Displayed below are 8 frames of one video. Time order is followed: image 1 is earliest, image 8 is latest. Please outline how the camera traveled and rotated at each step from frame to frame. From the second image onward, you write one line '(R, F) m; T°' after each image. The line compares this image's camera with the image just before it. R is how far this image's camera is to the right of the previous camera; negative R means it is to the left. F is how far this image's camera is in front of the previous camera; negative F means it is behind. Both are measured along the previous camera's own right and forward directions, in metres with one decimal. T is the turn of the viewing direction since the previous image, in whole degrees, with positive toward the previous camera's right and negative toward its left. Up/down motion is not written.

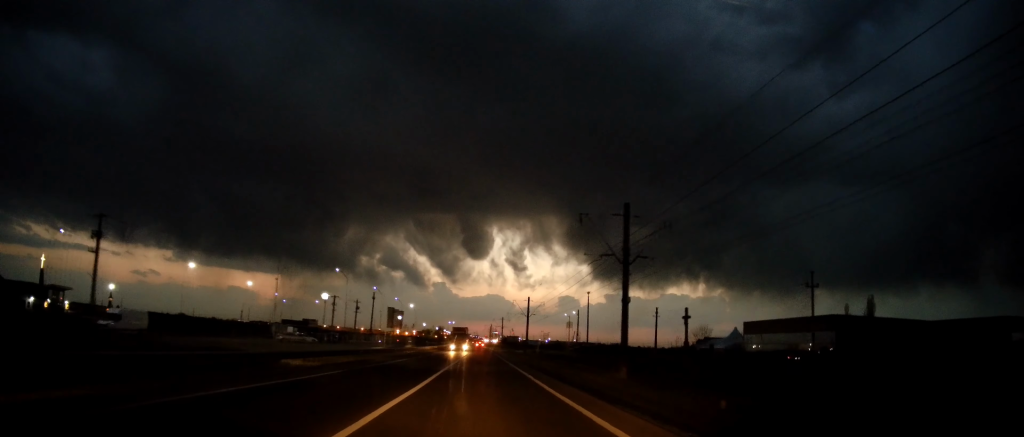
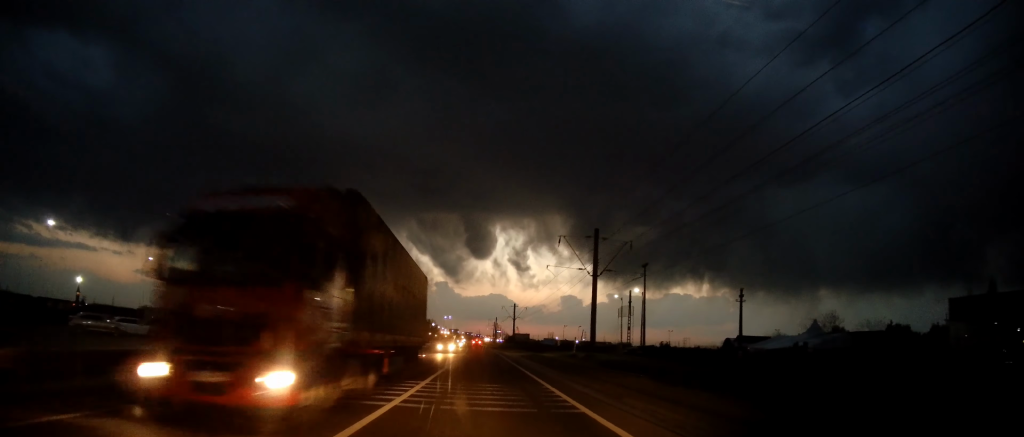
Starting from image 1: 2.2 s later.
(-1.1, +45.7) m; 0°
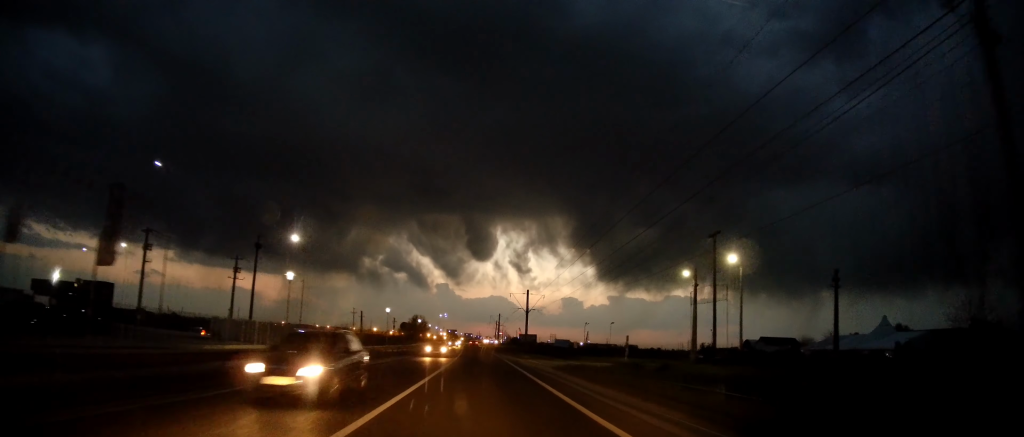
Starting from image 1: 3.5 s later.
(0.0, +27.5) m; 0°
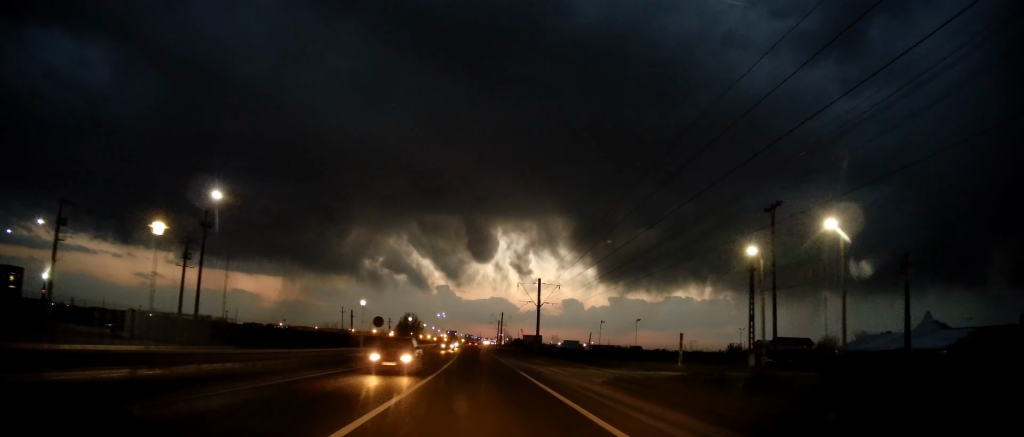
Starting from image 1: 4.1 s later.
(+0.1, +13.3) m; -1°
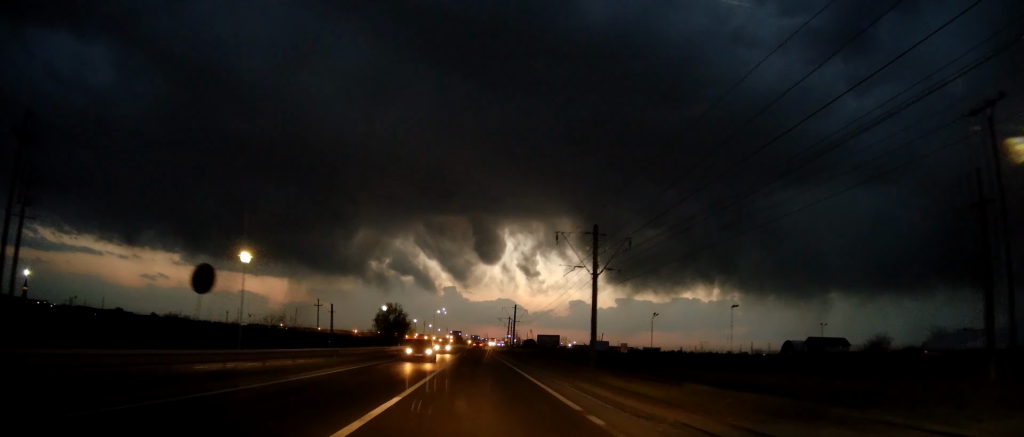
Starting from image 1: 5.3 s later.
(-0.4, +25.8) m; 0°
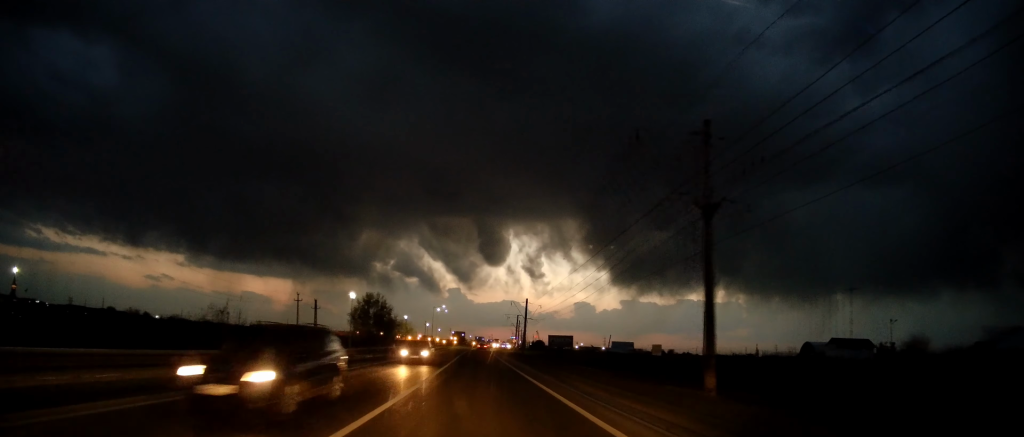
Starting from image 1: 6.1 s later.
(+0.5, +15.2) m; 0°
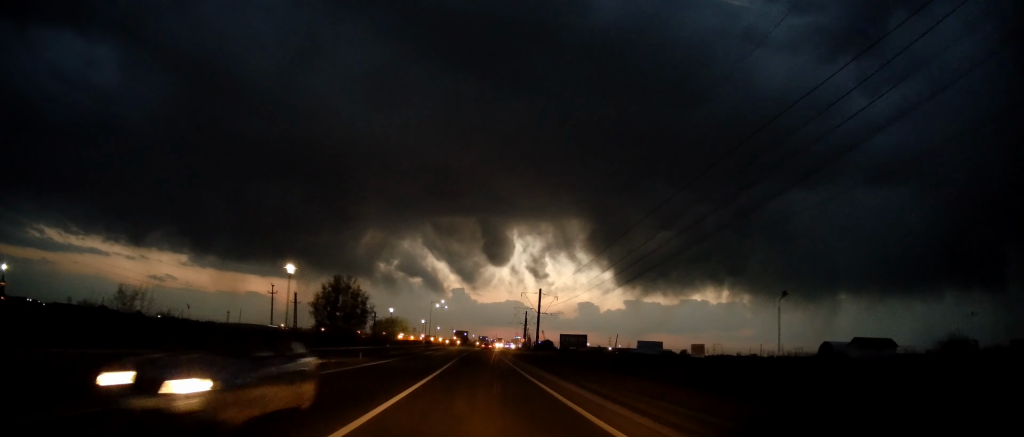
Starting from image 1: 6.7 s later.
(-0.3, +13.8) m; -1°
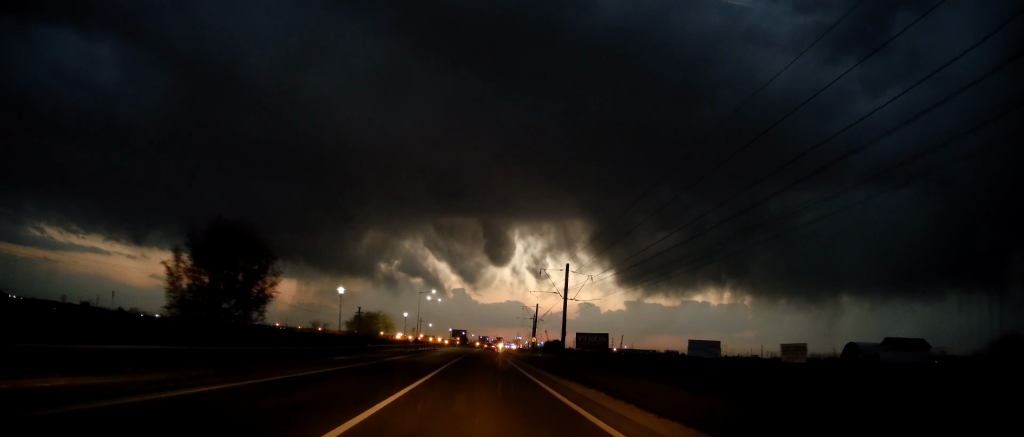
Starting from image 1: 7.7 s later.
(-0.3, +20.7) m; -1°
